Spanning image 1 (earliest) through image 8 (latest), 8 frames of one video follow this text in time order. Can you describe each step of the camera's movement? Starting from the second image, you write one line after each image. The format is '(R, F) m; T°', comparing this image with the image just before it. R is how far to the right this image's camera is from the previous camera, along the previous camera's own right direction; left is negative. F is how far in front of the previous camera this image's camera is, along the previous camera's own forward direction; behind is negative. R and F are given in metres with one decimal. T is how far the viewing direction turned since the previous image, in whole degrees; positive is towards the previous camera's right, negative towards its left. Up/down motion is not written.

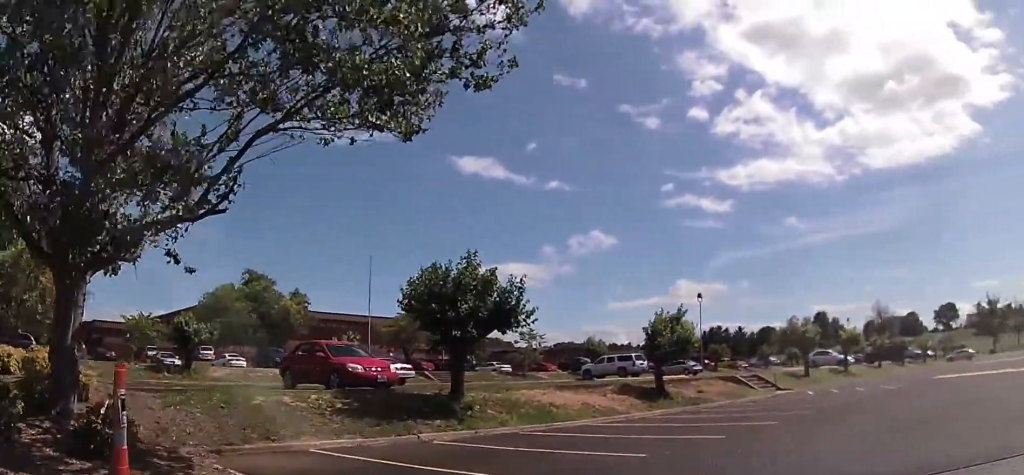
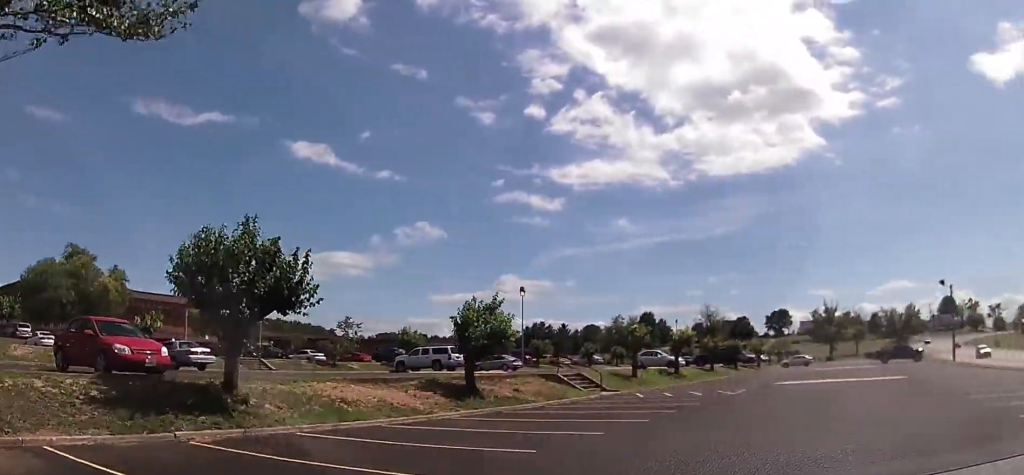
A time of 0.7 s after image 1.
(+0.2, +2.4) m; +18°
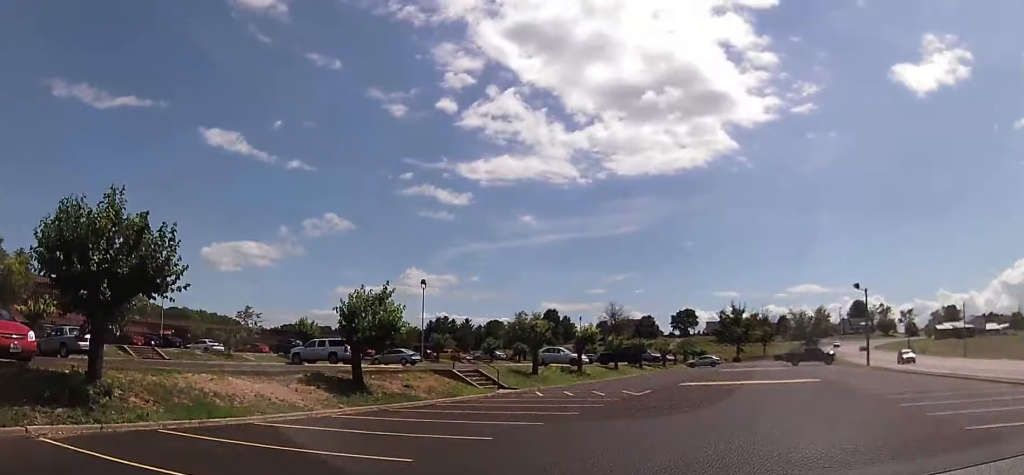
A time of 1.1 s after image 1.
(+0.4, +1.3) m; +8°
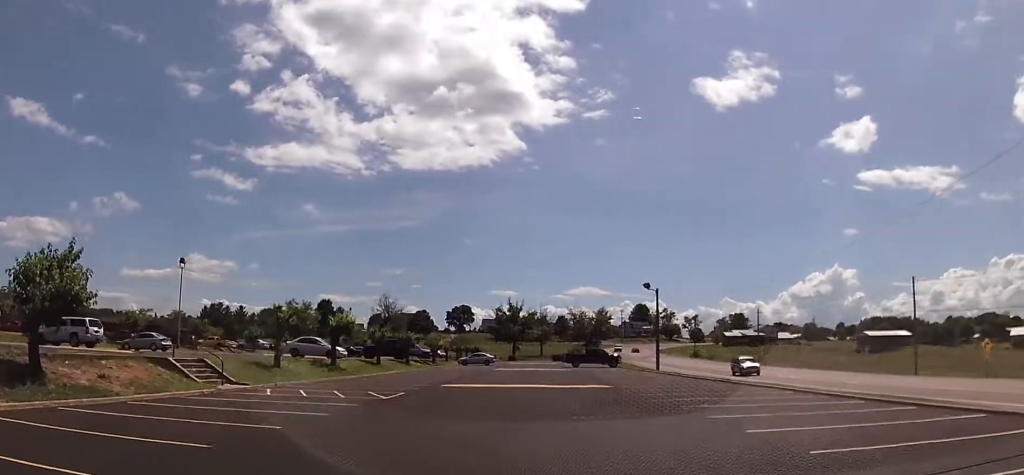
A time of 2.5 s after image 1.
(+0.6, +4.5) m; +9°
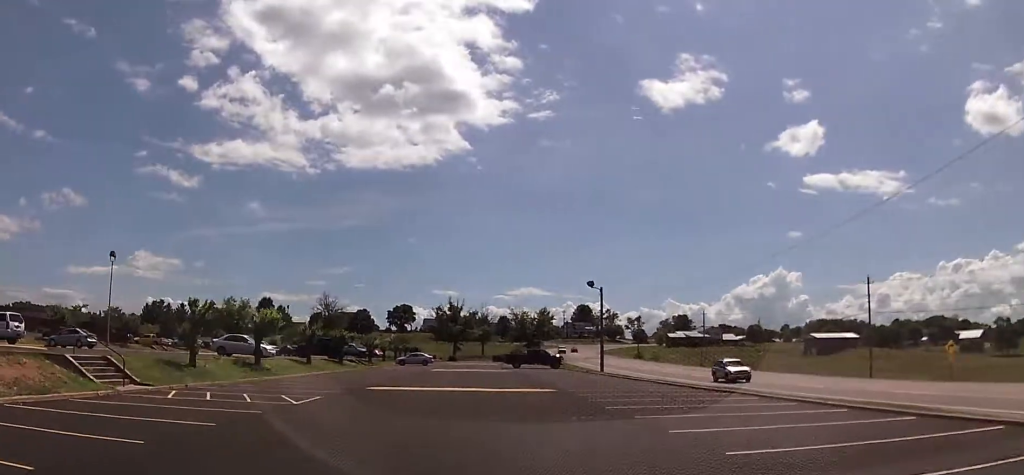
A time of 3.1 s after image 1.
(0.0, +2.3) m; +4°
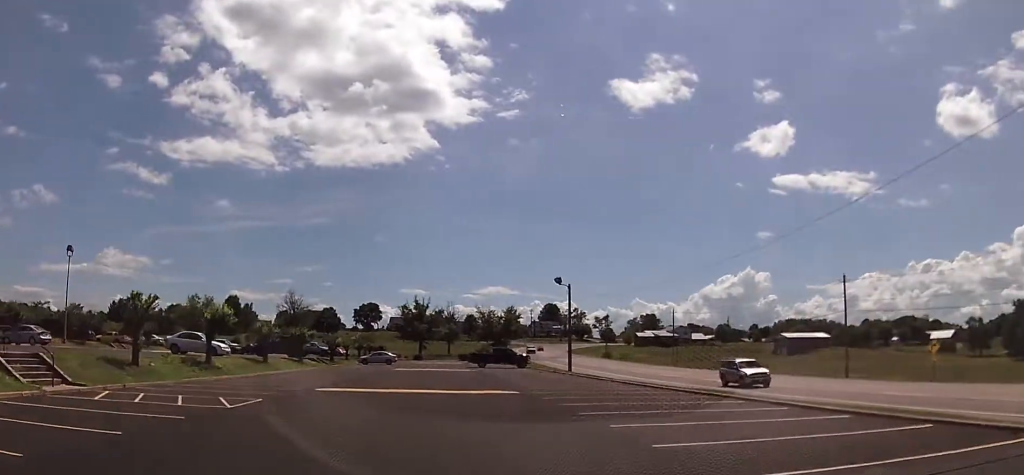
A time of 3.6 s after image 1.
(0.0, +1.7) m; +3°
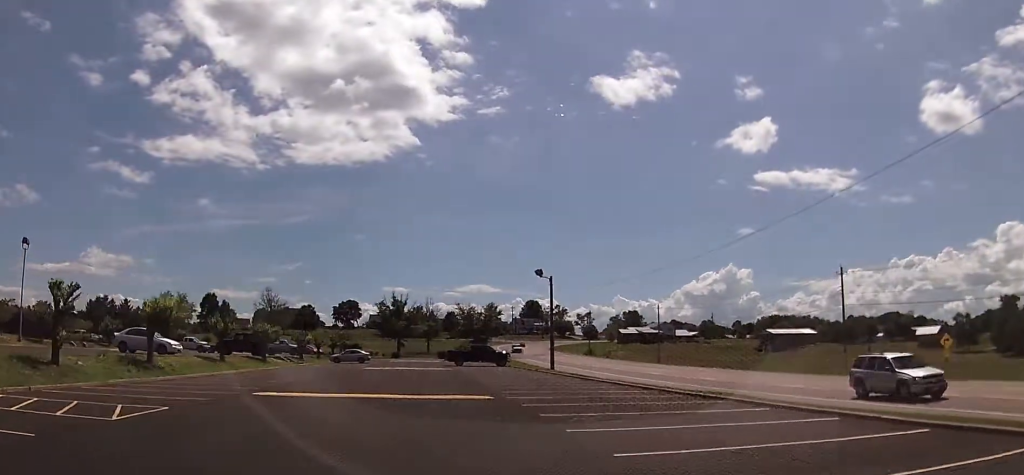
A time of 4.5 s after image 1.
(+0.3, +3.6) m; +5°
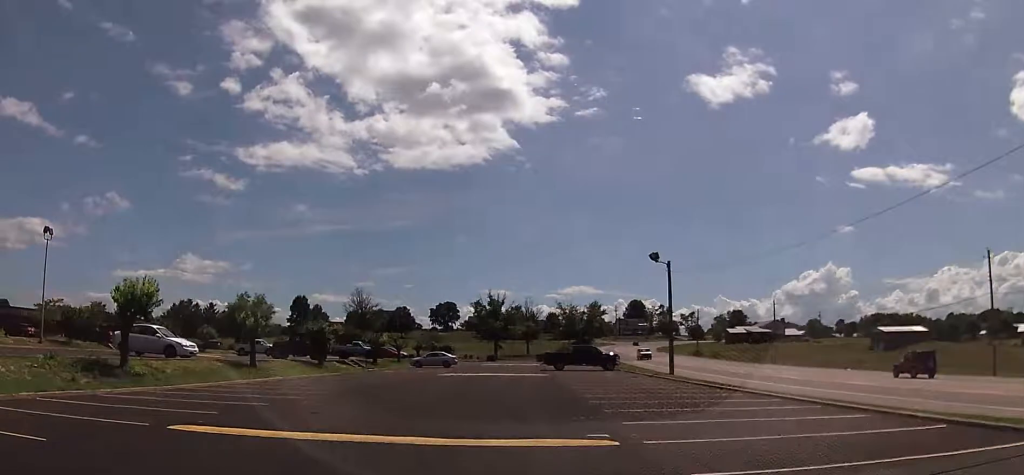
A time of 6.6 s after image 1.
(+0.6, +9.0) m; 0°
